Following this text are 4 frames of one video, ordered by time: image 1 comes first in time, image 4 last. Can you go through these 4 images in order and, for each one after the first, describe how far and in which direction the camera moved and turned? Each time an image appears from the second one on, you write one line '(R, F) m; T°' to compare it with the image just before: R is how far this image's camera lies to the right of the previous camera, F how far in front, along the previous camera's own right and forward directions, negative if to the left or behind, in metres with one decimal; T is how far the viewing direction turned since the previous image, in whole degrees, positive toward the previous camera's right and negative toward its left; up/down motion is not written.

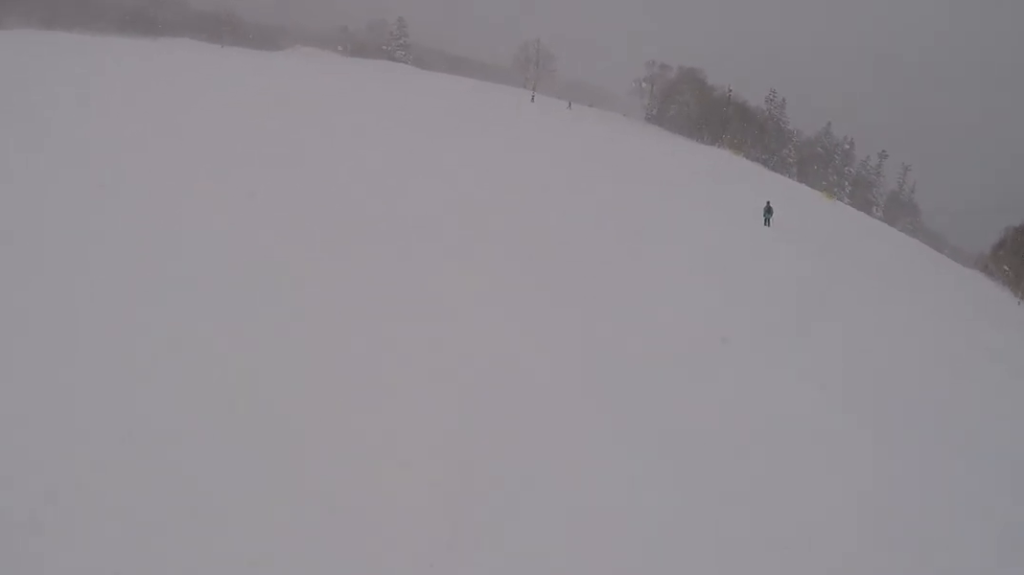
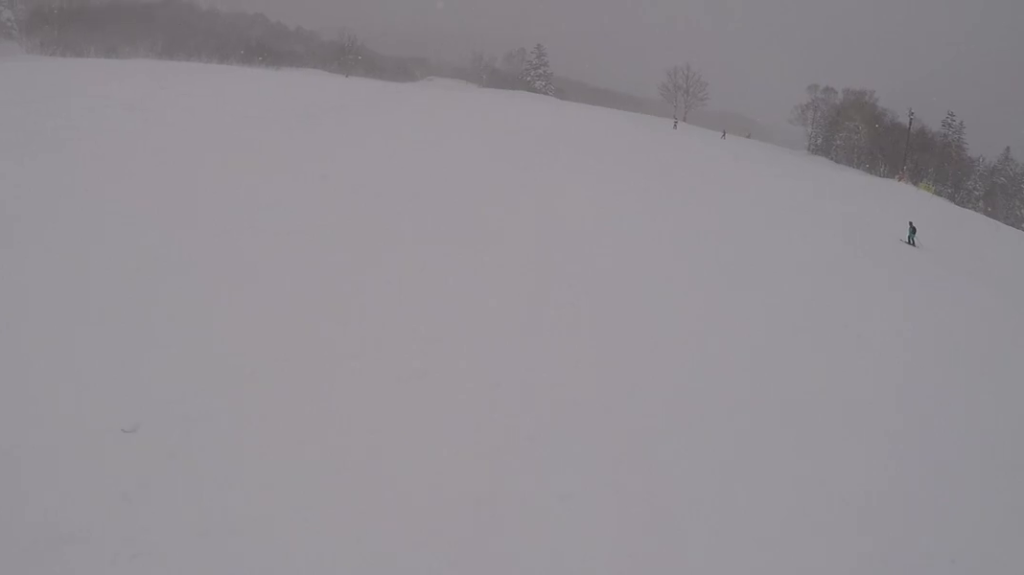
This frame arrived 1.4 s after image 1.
(-2.9, +13.5) m; -12°
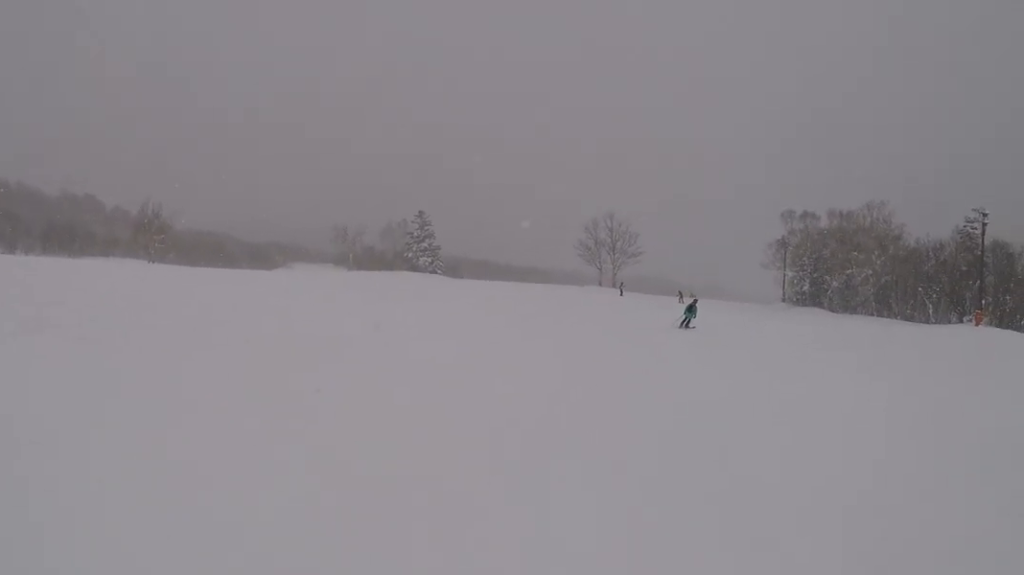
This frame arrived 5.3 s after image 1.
(+0.1, +42.7) m; +5°
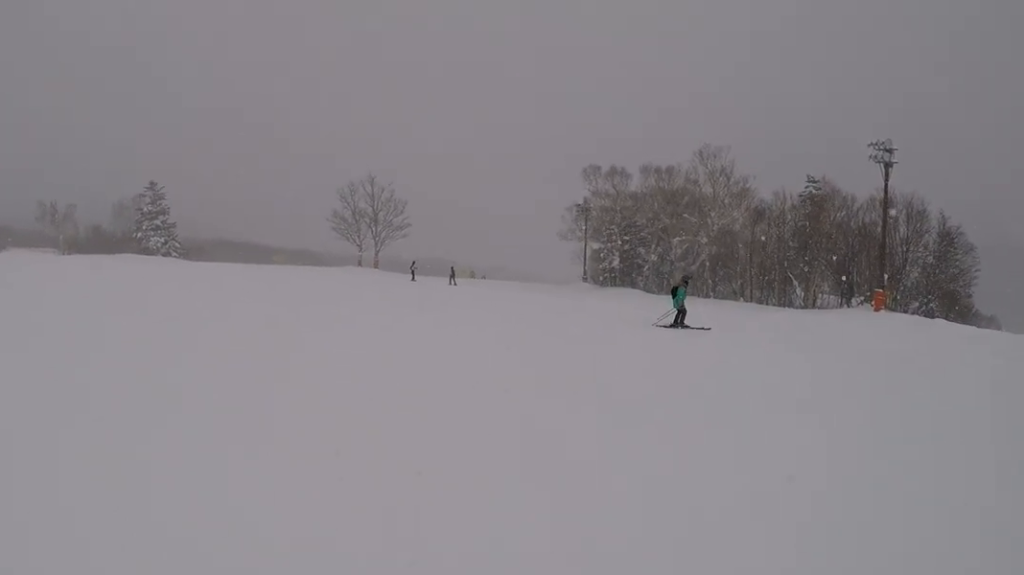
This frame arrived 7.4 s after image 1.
(+4.6, +21.8) m; +19°
